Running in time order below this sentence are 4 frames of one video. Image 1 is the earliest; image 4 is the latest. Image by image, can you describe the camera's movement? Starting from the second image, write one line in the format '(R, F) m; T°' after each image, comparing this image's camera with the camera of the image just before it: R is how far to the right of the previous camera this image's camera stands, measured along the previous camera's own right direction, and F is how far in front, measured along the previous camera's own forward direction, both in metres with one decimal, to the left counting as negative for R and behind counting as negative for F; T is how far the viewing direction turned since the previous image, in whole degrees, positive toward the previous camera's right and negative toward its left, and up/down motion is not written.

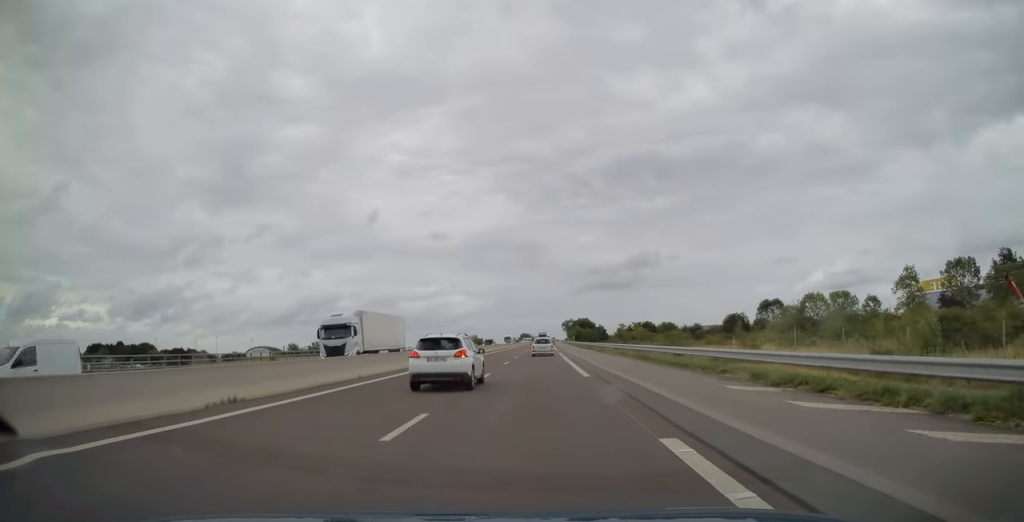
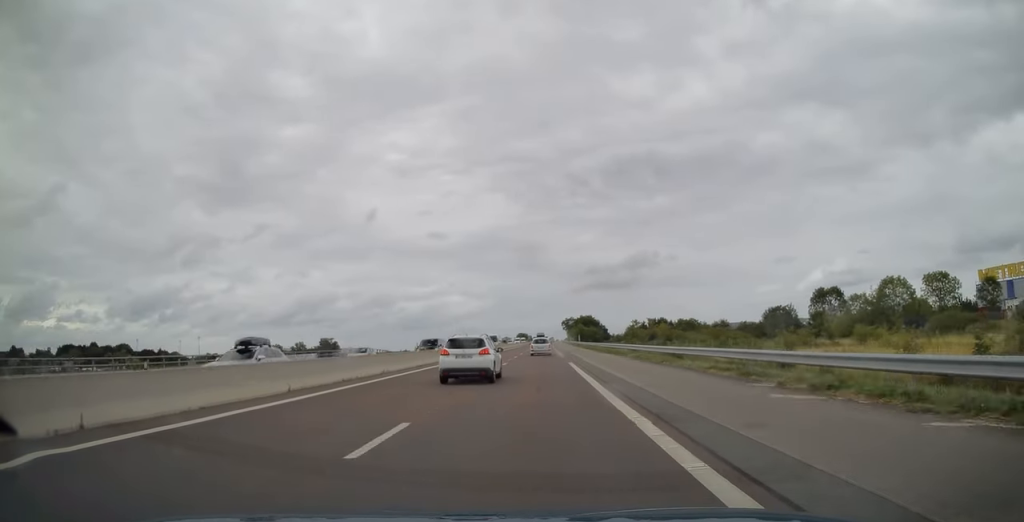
(+0.2, +27.4) m; 0°
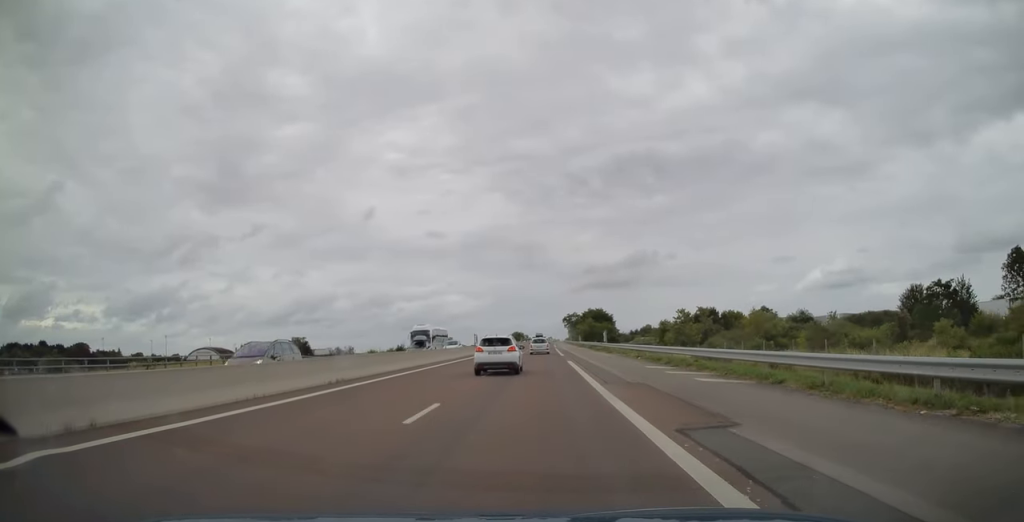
(-0.1, +48.9) m; 0°
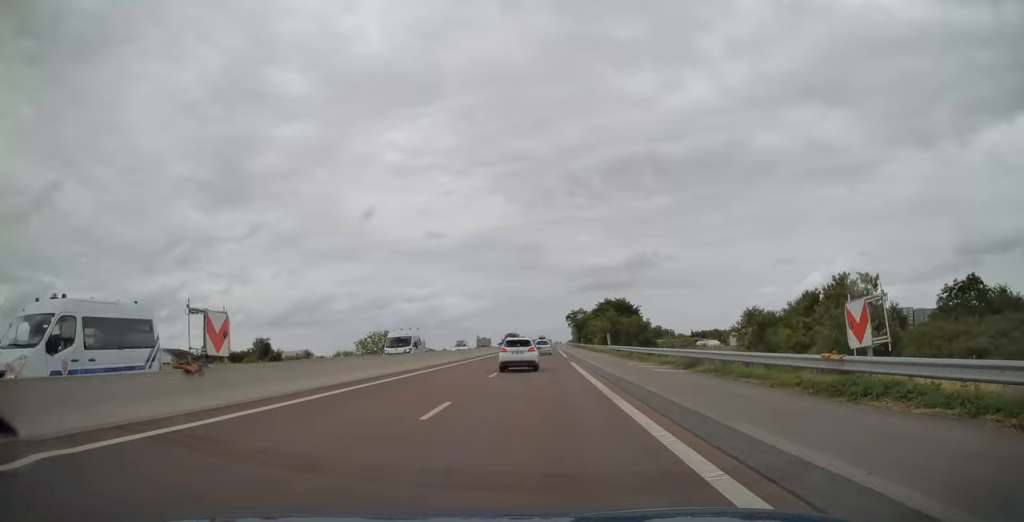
(+0.5, +51.0) m; +1°
